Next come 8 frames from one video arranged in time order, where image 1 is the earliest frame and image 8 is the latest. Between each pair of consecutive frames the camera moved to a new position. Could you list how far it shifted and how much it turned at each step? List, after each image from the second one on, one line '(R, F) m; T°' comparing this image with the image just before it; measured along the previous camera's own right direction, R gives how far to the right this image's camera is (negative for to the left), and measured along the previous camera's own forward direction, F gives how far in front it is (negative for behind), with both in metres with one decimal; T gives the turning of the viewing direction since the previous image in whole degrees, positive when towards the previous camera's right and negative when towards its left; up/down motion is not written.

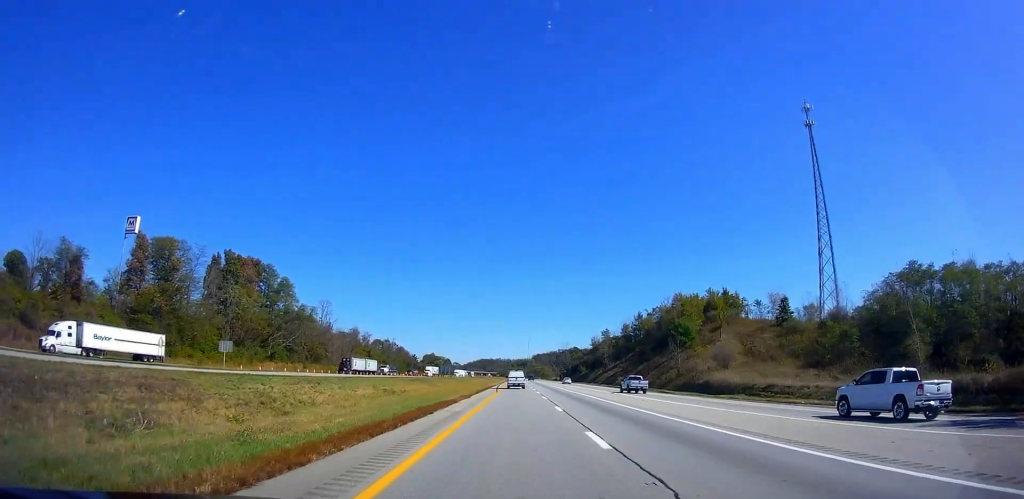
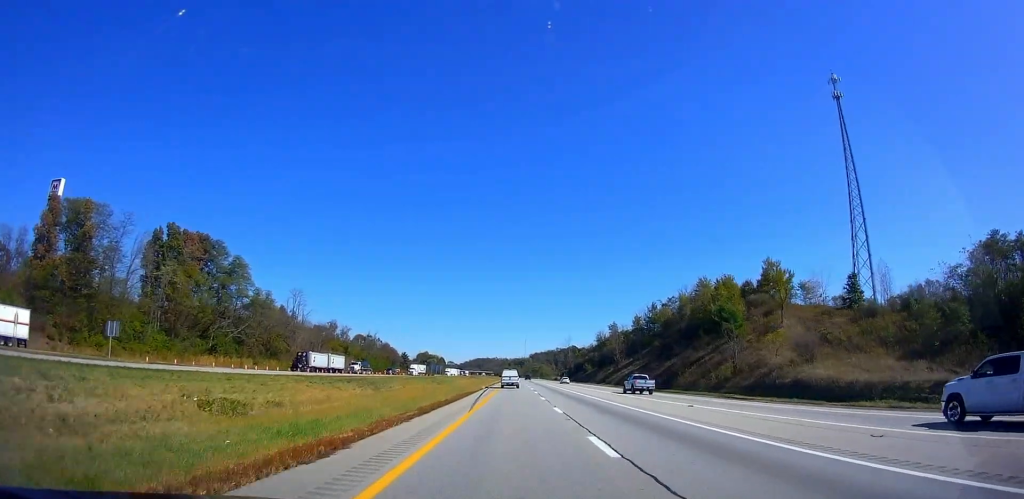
(0.0, +26.0) m; 0°
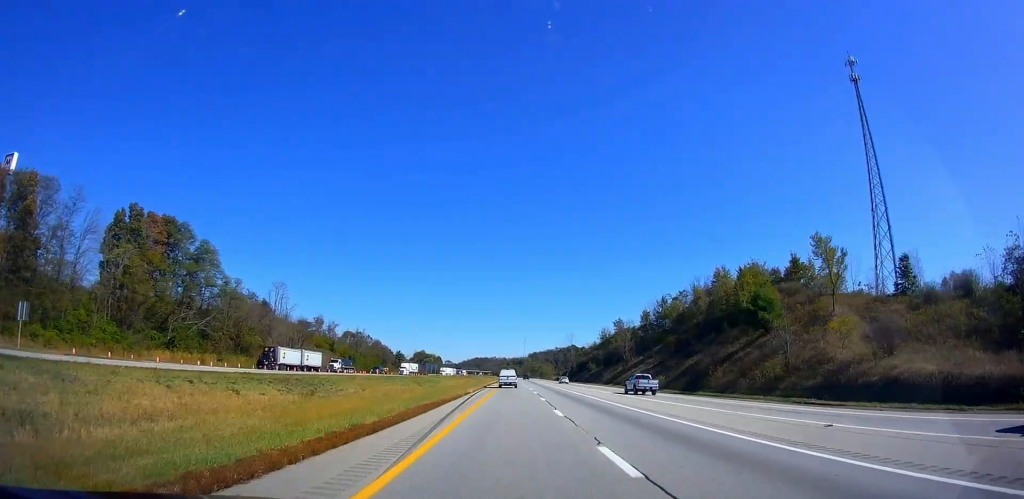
(0.0, +13.0) m; 0°
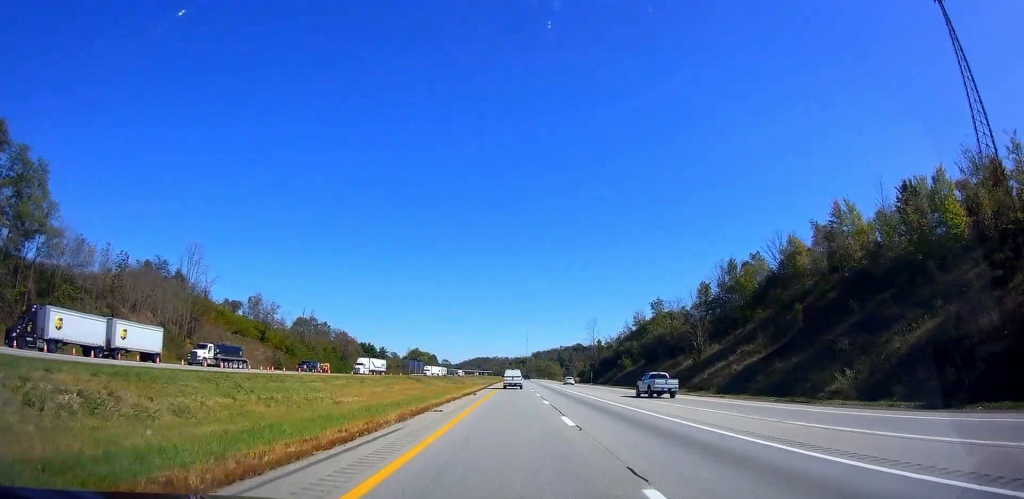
(+0.1, +53.5) m; -1°
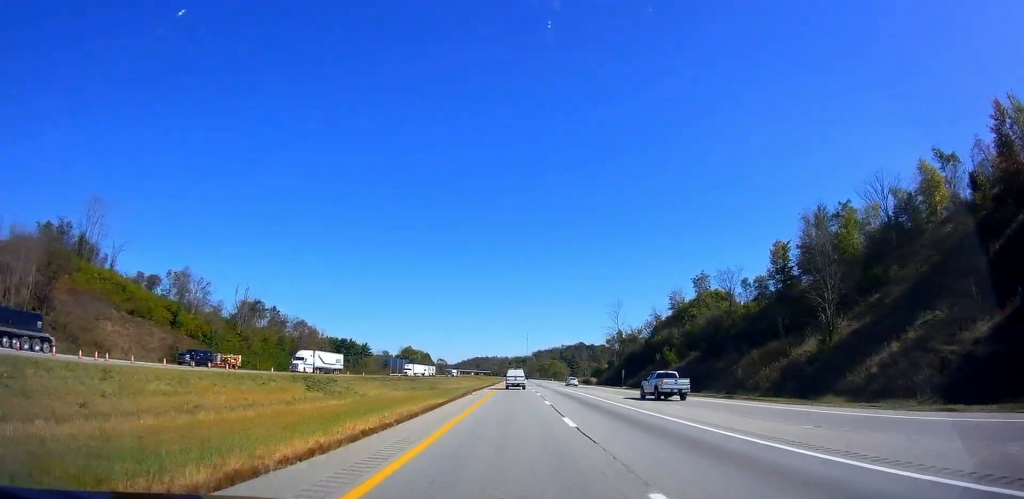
(-0.5, +37.3) m; -1°
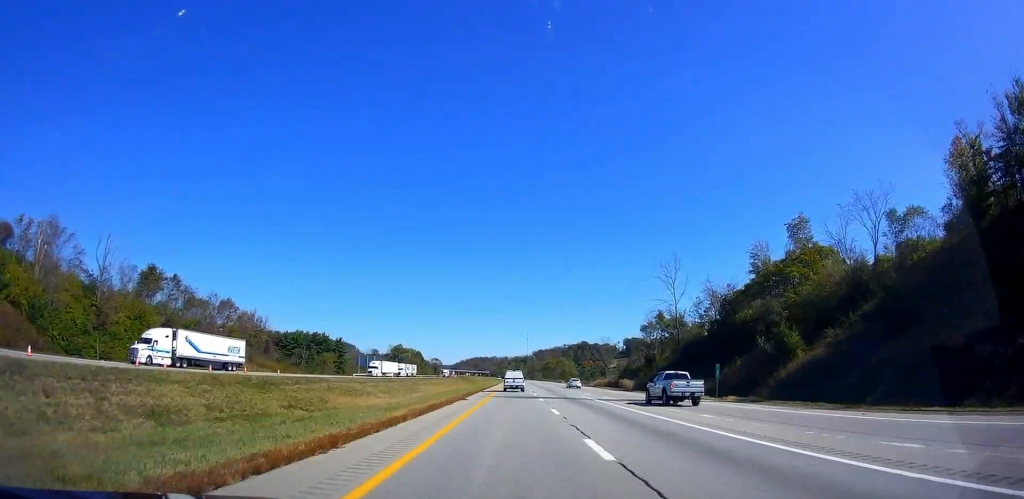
(+0.3, +42.7) m; +1°
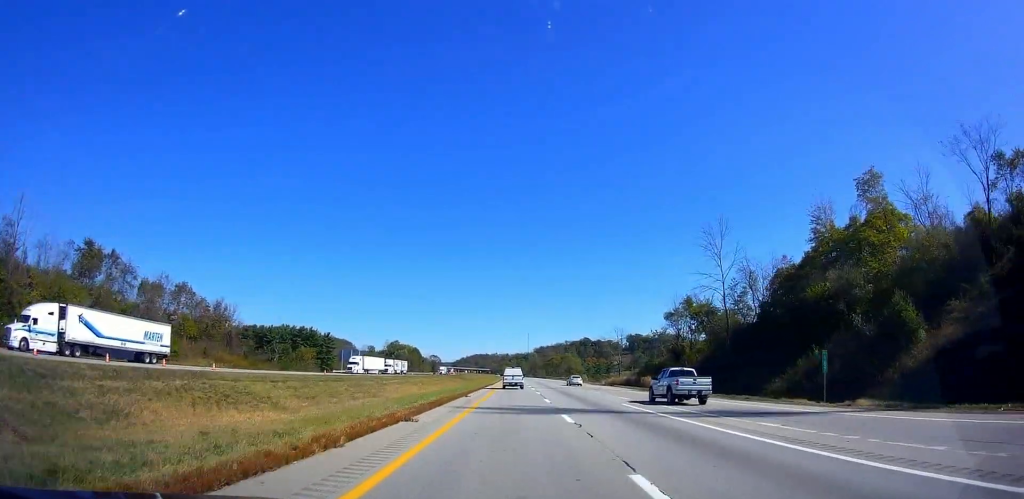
(+0.1, +17.4) m; 0°
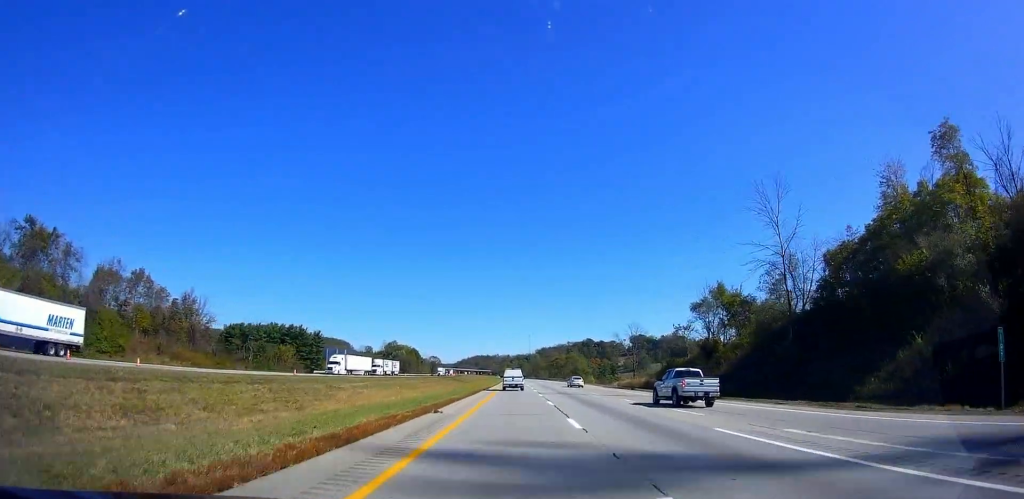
(0.0, +13.0) m; 0°
